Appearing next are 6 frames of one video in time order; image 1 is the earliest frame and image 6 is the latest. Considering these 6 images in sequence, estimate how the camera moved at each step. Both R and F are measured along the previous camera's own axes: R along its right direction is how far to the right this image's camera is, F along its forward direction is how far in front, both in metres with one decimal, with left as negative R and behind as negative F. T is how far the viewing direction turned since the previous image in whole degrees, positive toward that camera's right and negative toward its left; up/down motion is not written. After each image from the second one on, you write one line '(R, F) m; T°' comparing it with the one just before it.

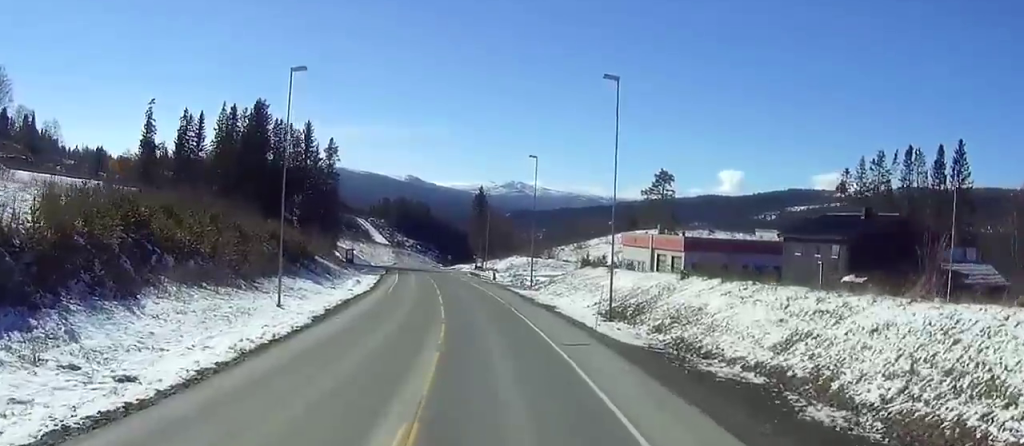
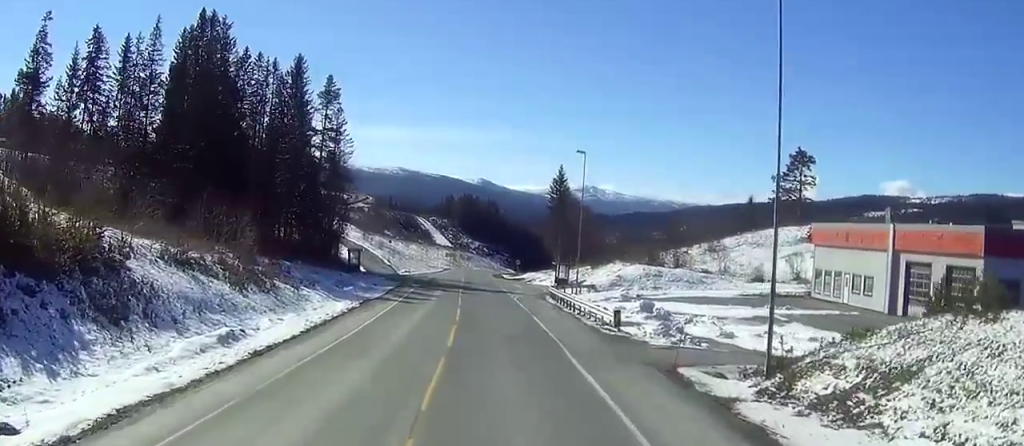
(-0.8, +62.2) m; -1°
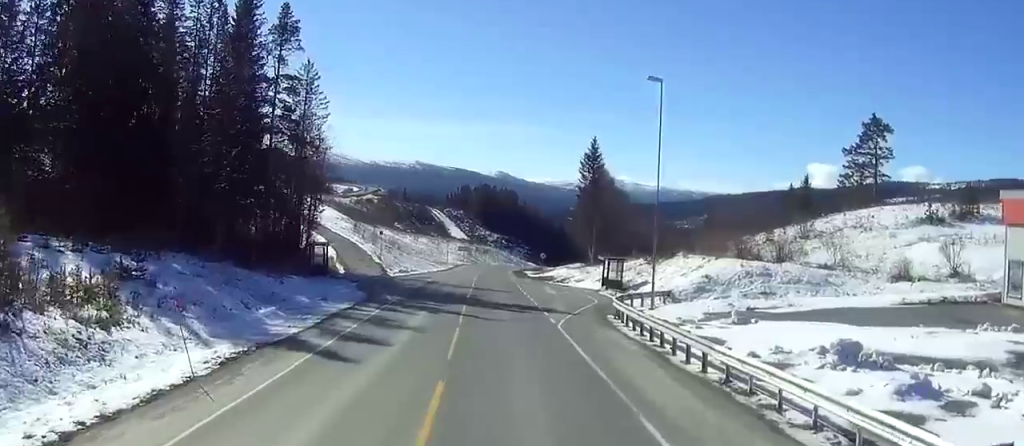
(0.0, +30.5) m; -1°
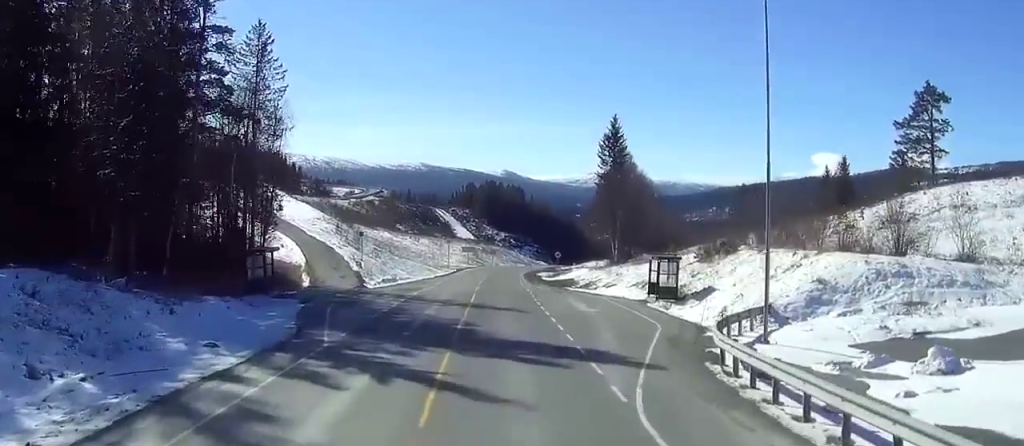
(-0.2, +20.2) m; -2°
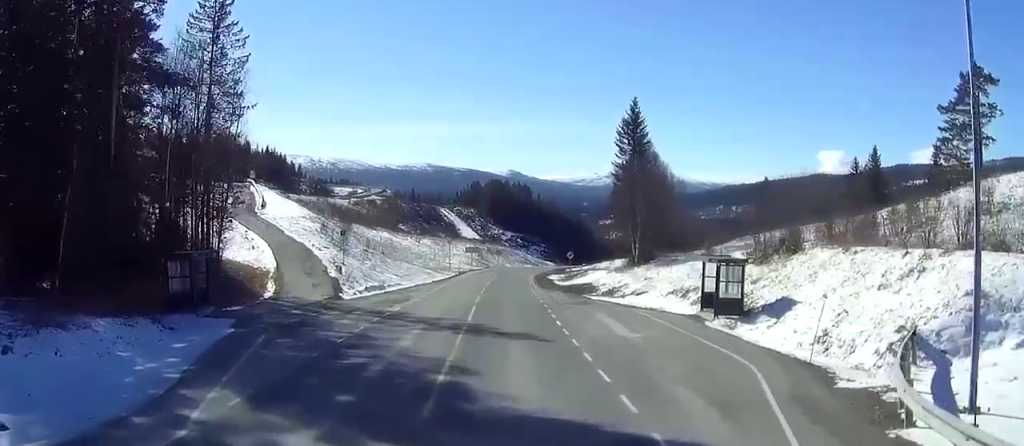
(-0.3, +13.4) m; -1°
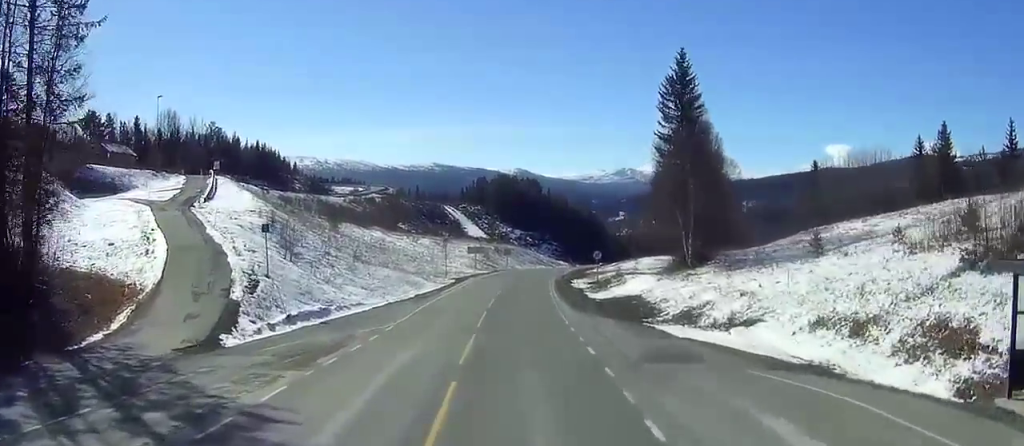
(0.0, +26.8) m; +1°
